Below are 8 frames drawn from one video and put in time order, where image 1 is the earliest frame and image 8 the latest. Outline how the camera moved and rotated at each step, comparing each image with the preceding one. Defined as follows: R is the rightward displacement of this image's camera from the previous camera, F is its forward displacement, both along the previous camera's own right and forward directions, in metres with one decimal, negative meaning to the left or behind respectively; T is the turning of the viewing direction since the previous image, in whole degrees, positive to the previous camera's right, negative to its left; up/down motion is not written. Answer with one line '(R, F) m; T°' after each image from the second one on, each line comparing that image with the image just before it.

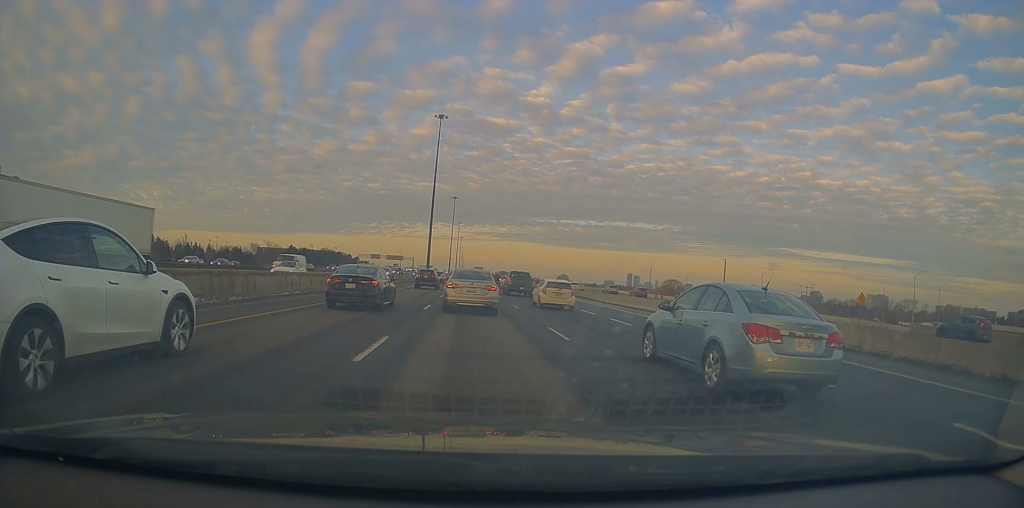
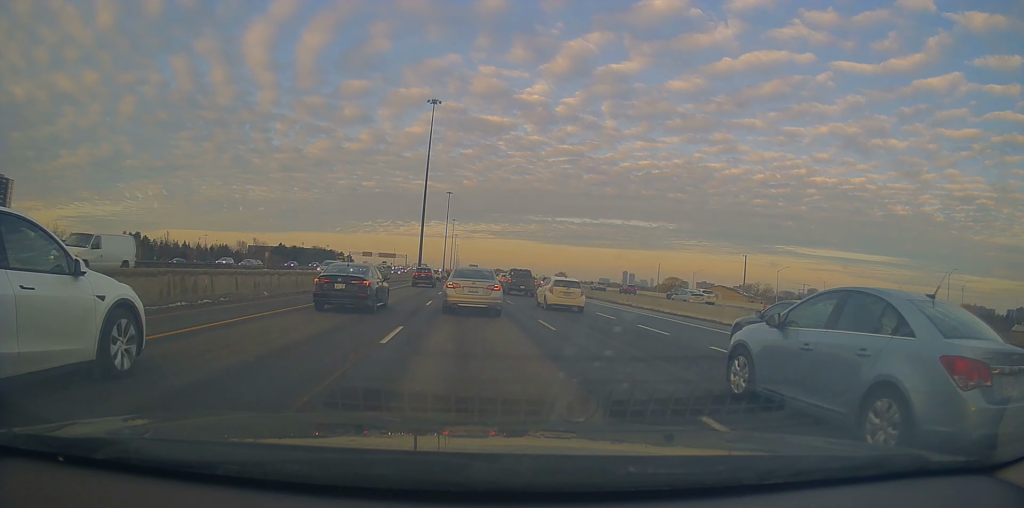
(+0.2, +9.7) m; +2°
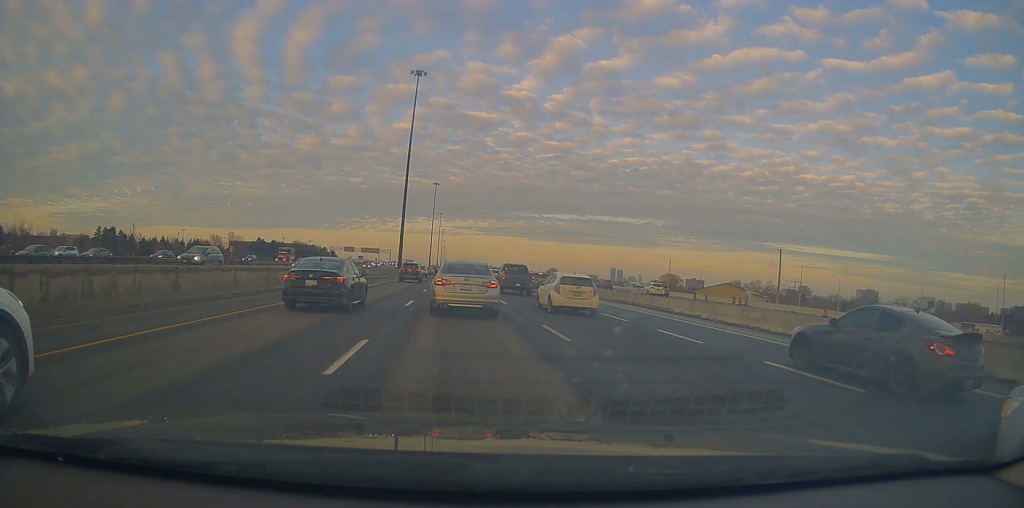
(+0.3, +15.2) m; 0°
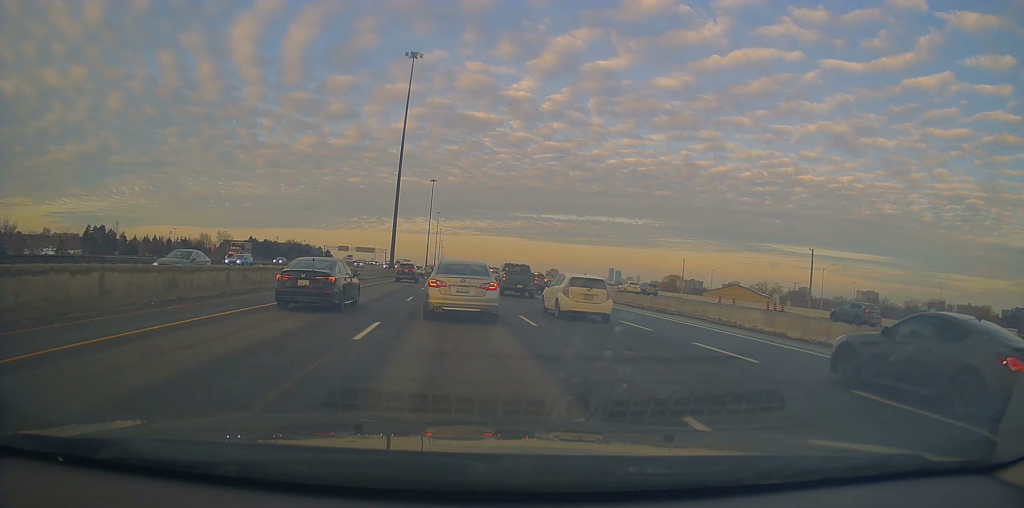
(-0.1, +9.3) m; 0°
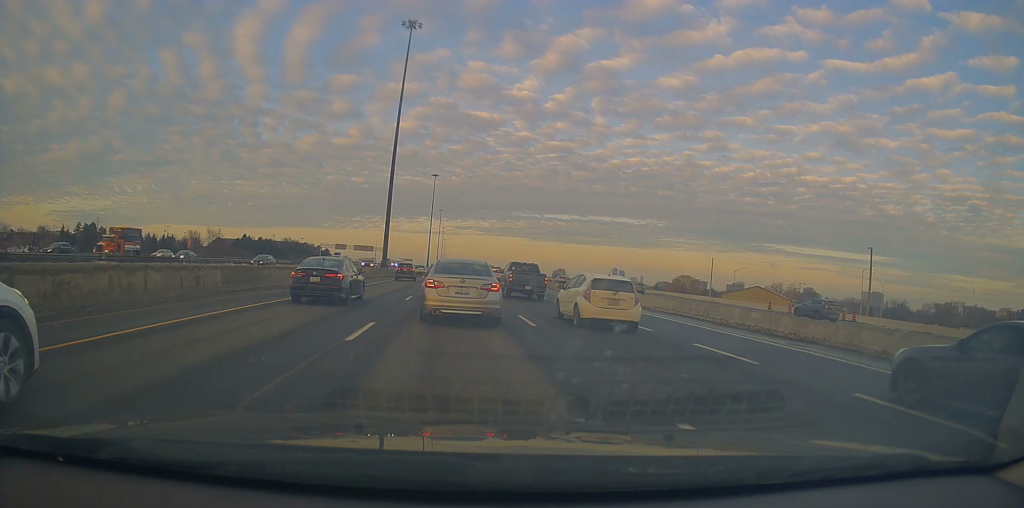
(+0.1, +13.2) m; 0°
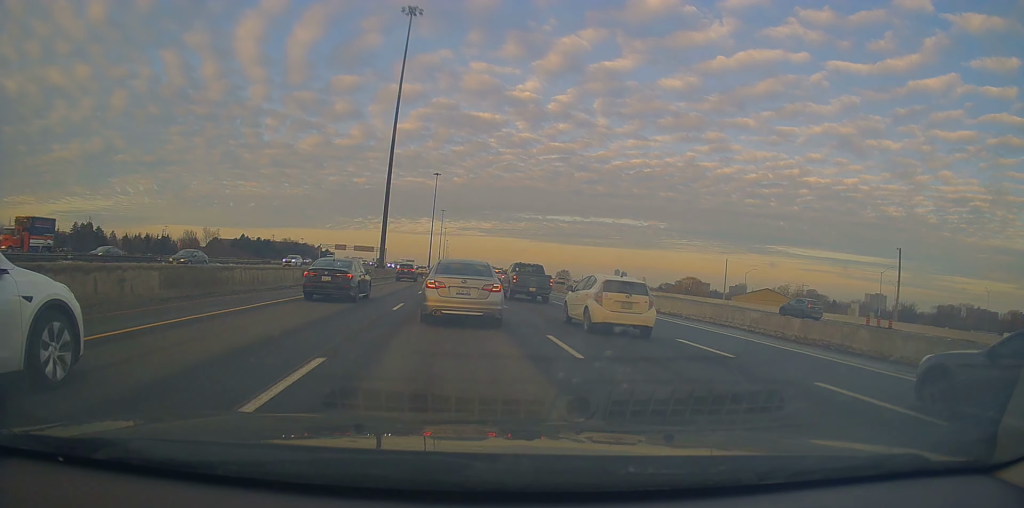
(+0.2, +5.5) m; 0°
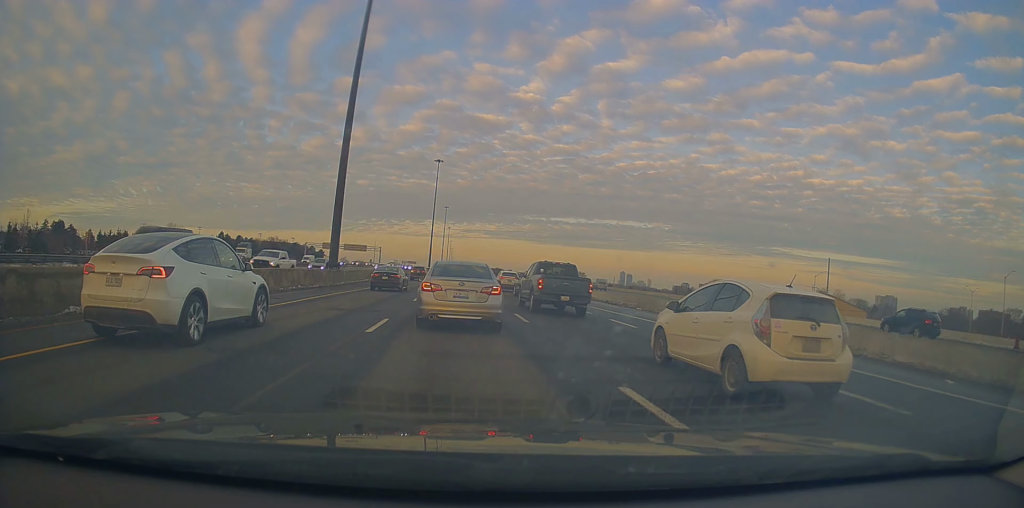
(-0.5, +29.8) m; +1°
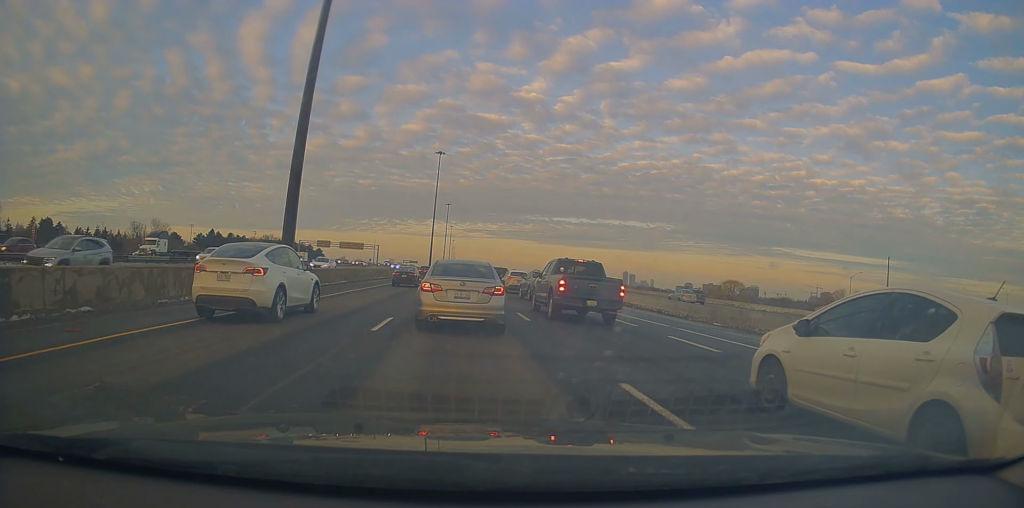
(+0.2, +12.1) m; 0°
